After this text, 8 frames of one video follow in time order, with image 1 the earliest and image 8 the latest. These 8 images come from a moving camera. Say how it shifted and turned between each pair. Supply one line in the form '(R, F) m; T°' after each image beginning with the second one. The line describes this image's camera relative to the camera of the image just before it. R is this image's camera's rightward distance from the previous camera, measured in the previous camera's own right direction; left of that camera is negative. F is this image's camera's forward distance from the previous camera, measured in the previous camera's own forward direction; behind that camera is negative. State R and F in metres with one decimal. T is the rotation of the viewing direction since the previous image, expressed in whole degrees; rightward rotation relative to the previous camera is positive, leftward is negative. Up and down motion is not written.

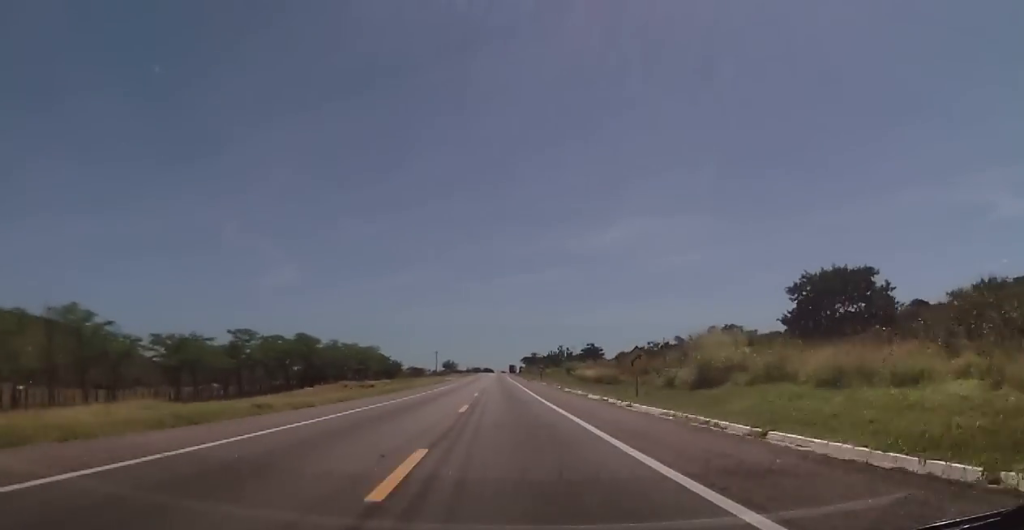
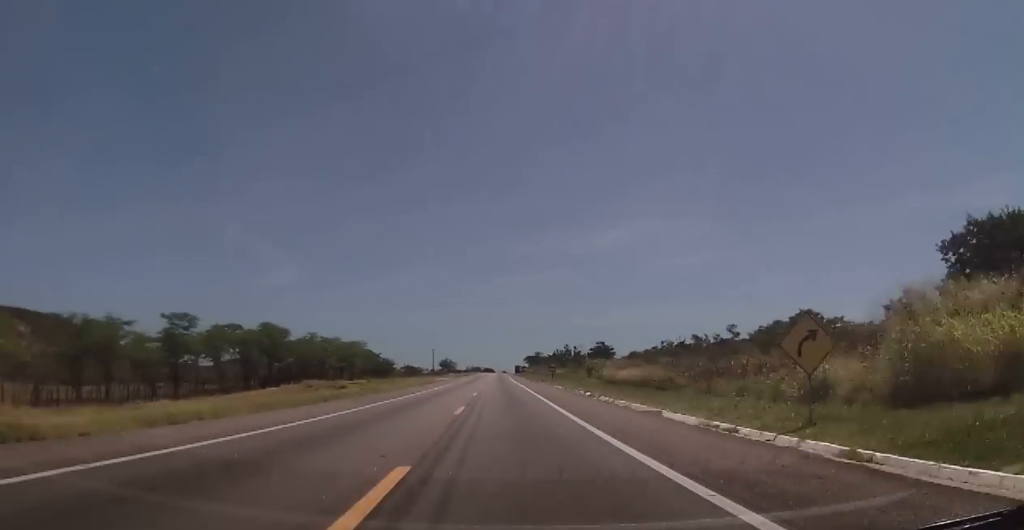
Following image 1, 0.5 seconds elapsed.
(-0.2, +18.4) m; 0°
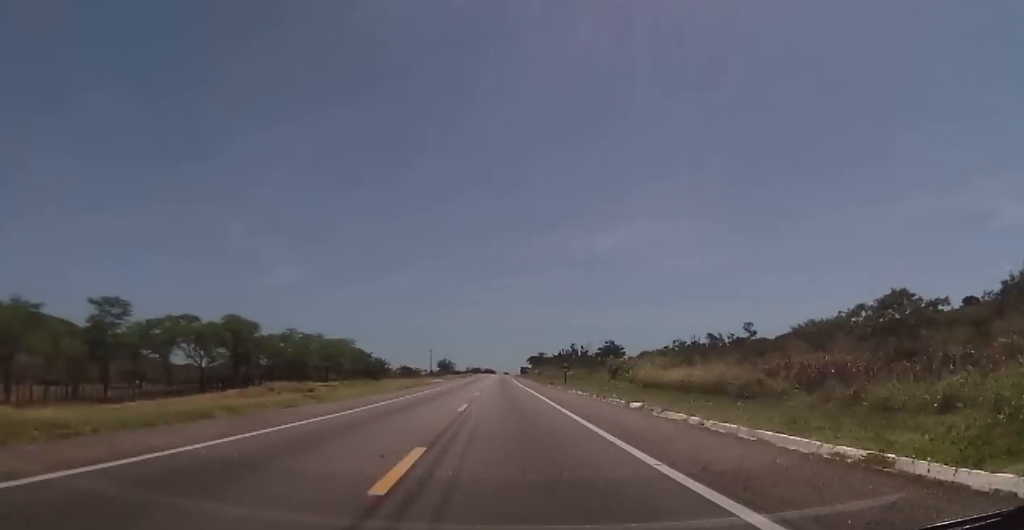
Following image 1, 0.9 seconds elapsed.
(0.0, +13.8) m; 0°
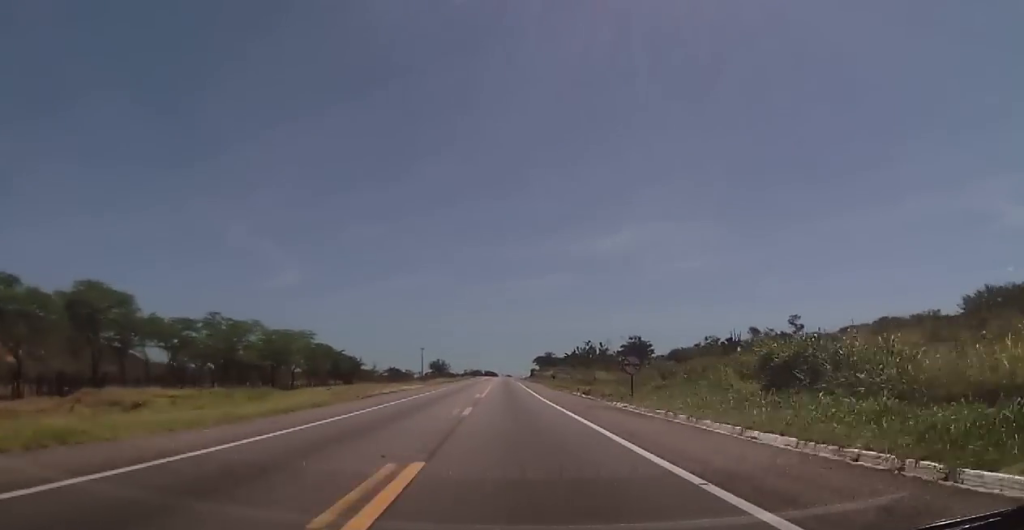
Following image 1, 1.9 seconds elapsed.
(-0.1, +32.1) m; 0°
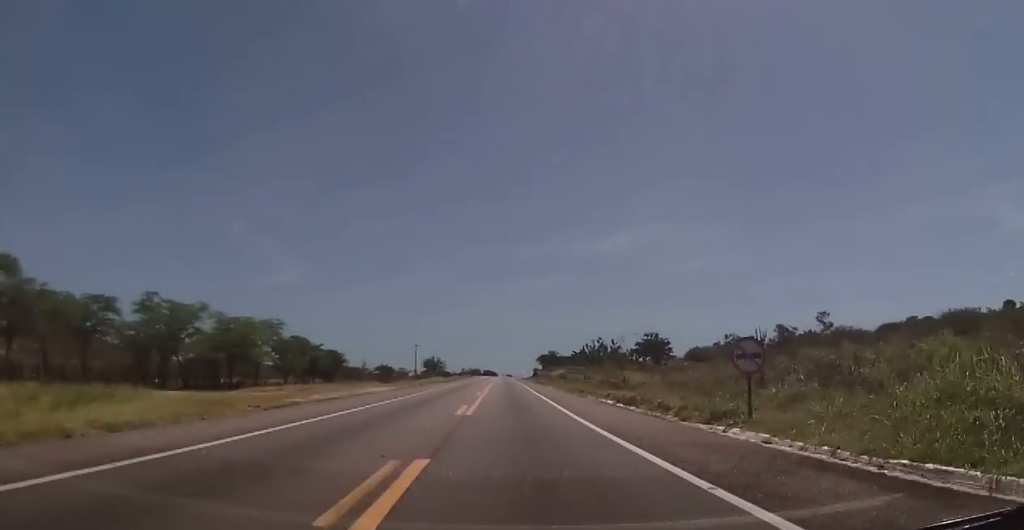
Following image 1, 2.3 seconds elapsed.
(+0.1, +16.1) m; 0°
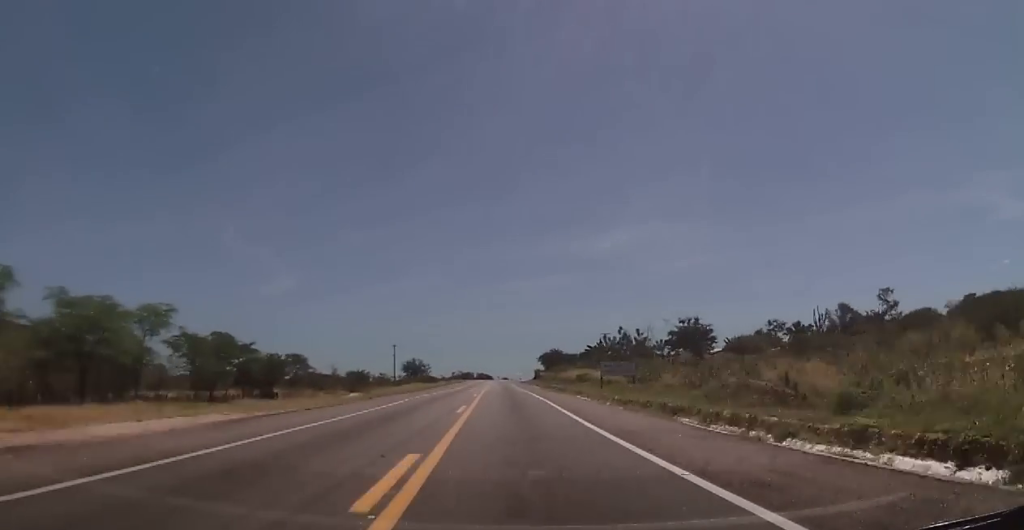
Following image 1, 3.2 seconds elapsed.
(+0.1, +31.2) m; 0°
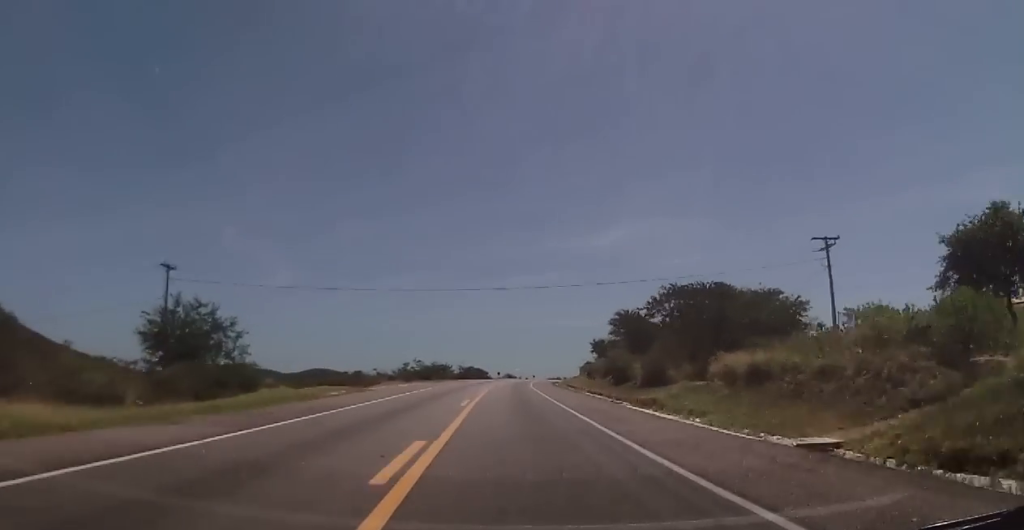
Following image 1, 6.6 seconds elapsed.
(+0.3, +114.5) m; 0°
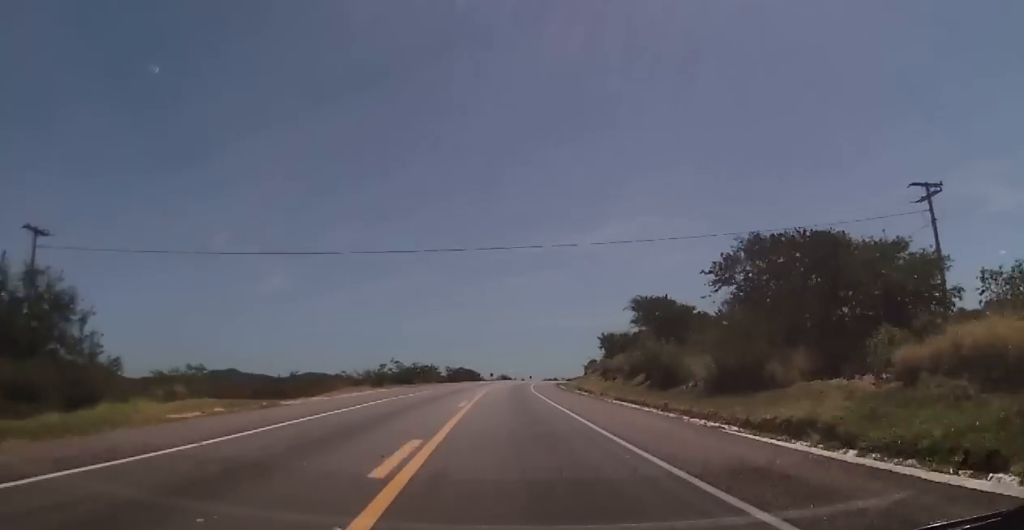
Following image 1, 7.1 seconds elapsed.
(+0.1, +16.3) m; 0°
